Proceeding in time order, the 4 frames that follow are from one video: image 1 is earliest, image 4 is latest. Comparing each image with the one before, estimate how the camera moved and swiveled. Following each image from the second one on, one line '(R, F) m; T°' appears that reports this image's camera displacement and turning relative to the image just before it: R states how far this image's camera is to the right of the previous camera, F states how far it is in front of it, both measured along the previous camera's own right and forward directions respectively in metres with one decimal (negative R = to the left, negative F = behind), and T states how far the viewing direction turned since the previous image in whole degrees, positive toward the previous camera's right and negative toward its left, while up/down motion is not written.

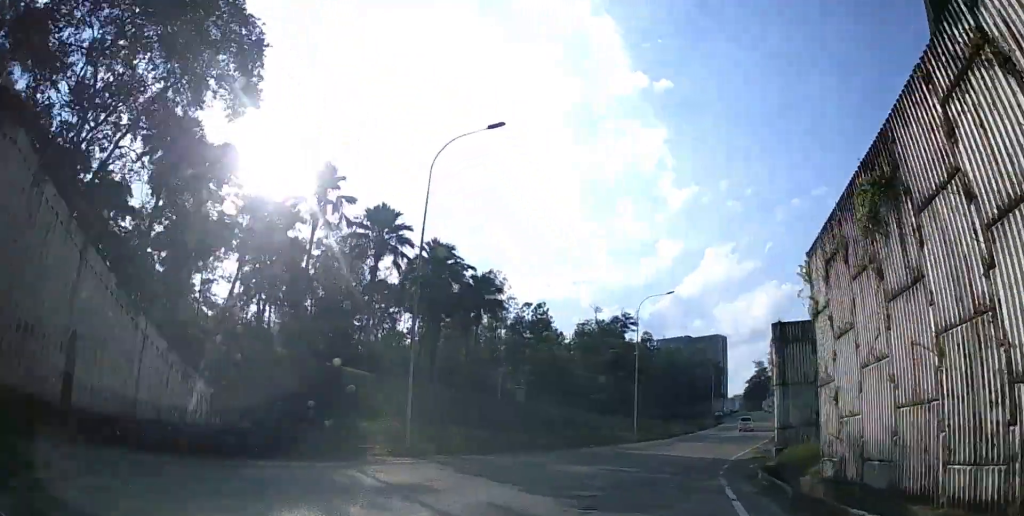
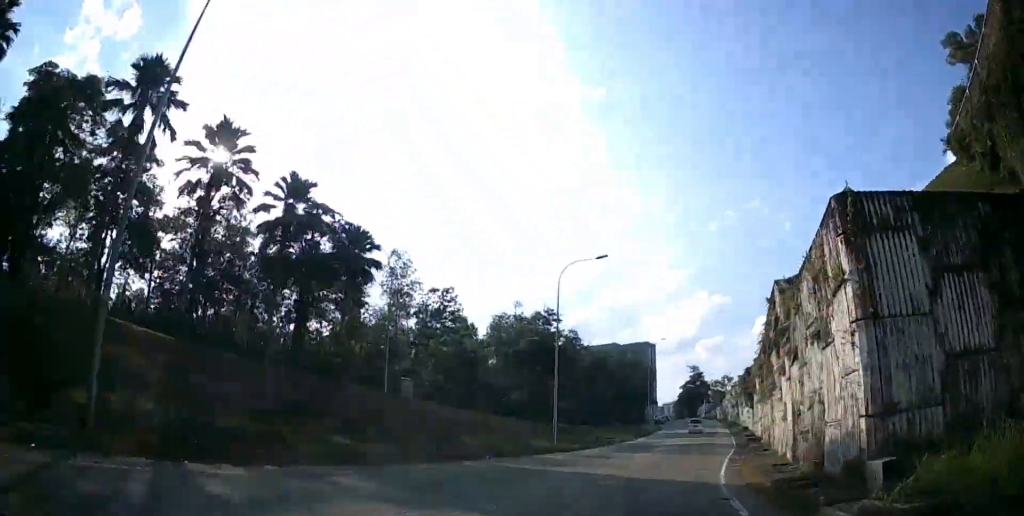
(0.0, +12.2) m; 0°
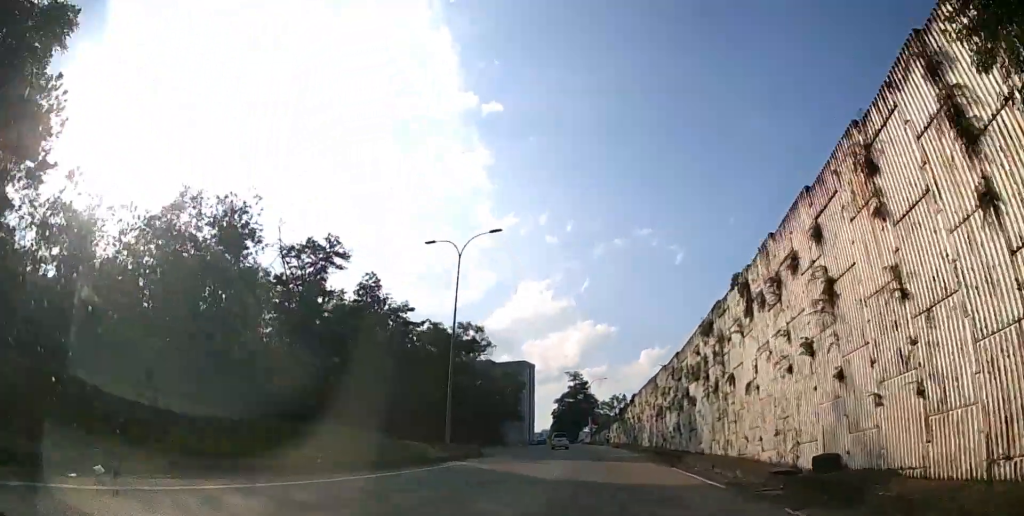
(+0.2, +50.2) m; +8°
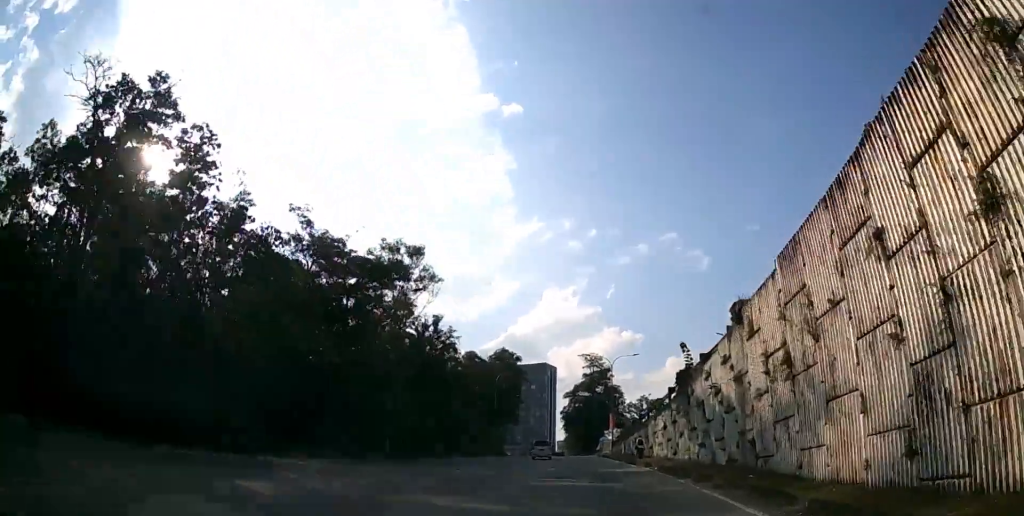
(+5.5, +34.8) m; +9°
